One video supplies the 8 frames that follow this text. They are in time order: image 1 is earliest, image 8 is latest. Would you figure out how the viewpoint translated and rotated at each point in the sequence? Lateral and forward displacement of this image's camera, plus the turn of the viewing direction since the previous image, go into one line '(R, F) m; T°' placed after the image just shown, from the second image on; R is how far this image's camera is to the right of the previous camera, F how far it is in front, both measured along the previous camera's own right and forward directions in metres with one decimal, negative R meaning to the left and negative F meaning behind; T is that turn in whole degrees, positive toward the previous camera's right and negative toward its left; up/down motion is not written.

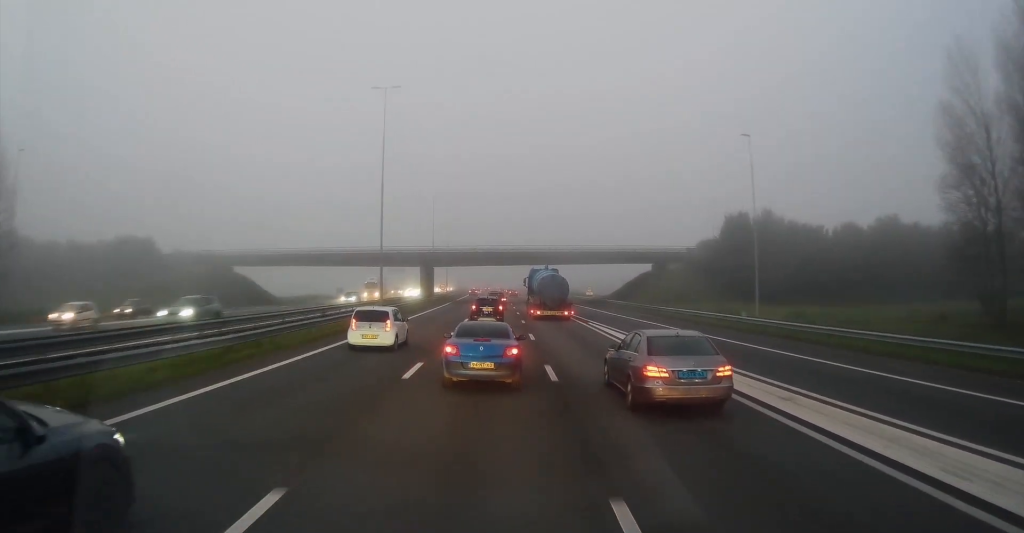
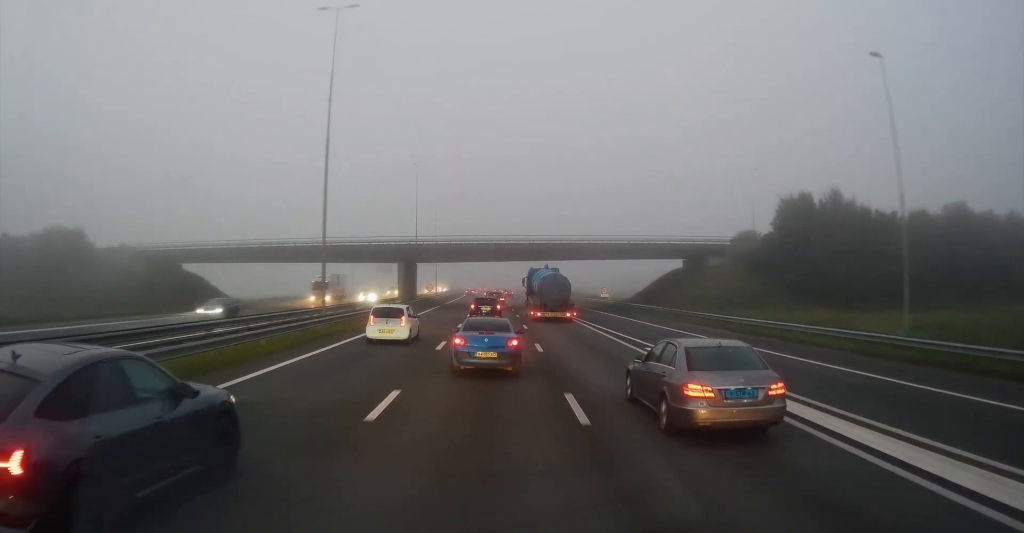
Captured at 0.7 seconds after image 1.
(-0.2, +16.8) m; -1°
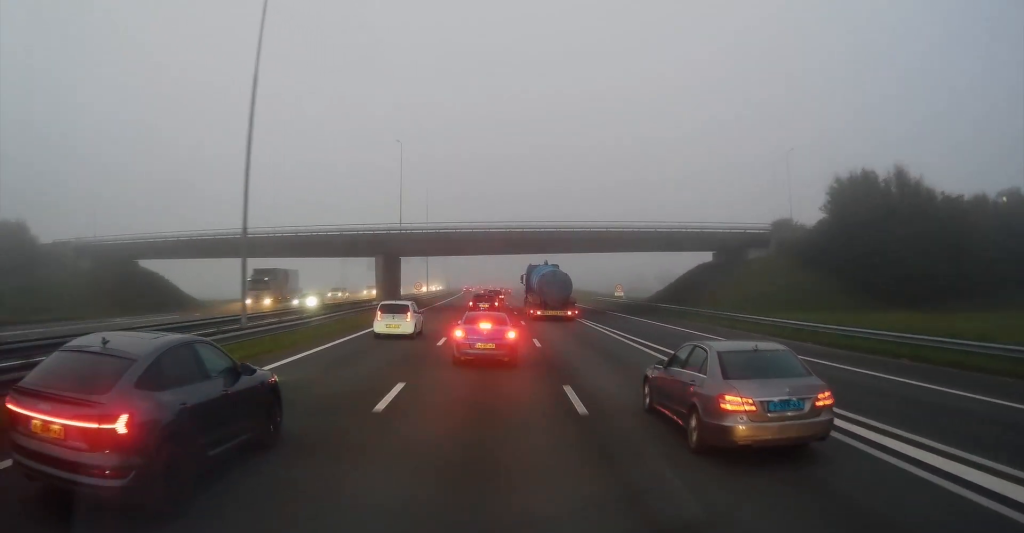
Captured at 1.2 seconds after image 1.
(-0.2, +10.9) m; 0°
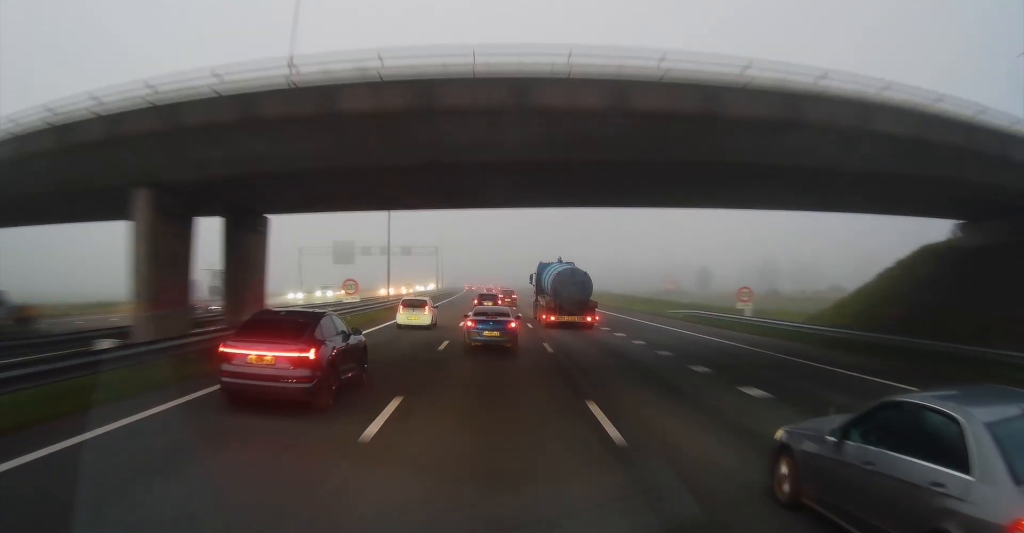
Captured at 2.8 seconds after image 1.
(+0.3, +38.1) m; 0°
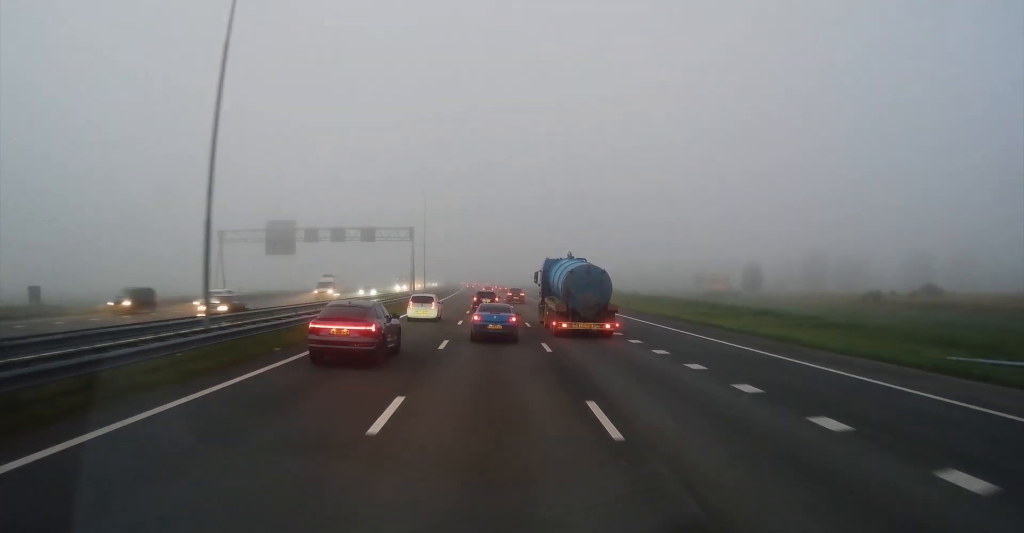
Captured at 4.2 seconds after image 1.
(-0.3, +35.8) m; 0°
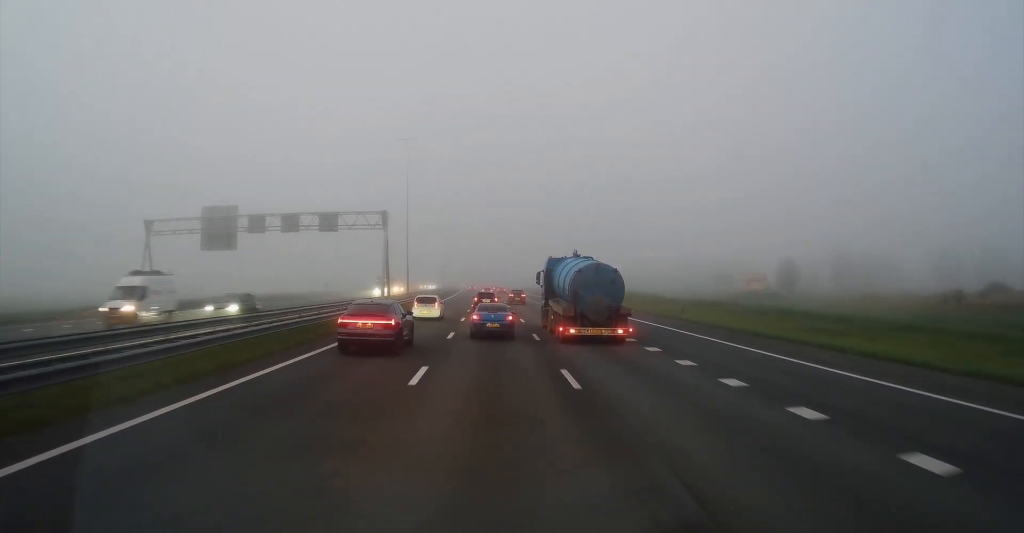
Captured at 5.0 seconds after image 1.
(+0.1, +19.3) m; 0°
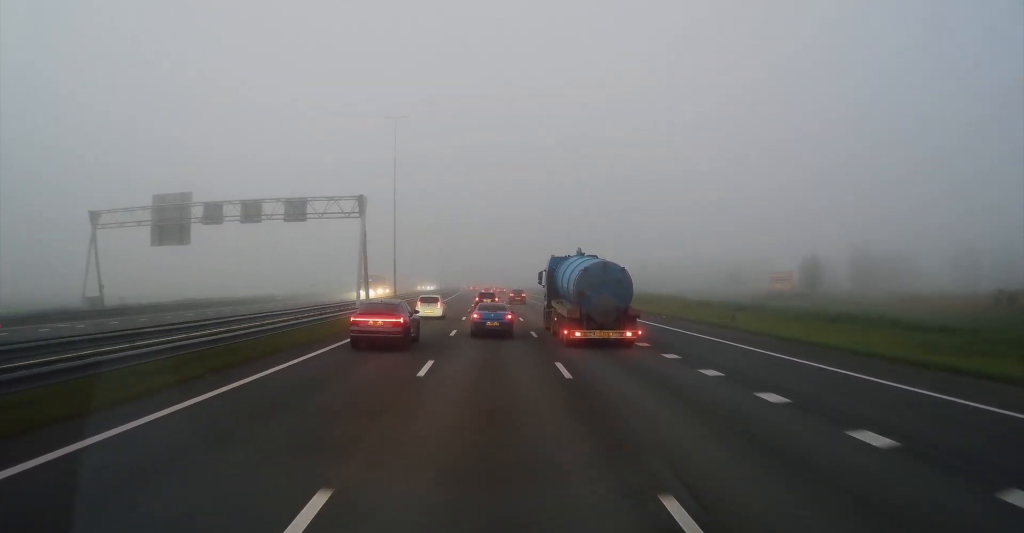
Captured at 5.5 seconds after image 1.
(0.0, +11.1) m; 0°
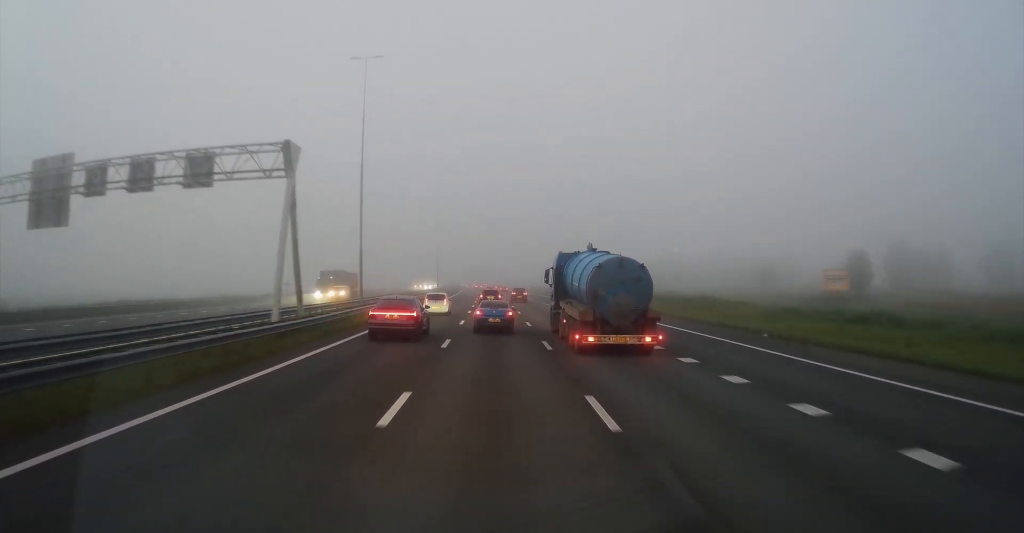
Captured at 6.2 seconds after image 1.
(0.0, +17.0) m; 0°
